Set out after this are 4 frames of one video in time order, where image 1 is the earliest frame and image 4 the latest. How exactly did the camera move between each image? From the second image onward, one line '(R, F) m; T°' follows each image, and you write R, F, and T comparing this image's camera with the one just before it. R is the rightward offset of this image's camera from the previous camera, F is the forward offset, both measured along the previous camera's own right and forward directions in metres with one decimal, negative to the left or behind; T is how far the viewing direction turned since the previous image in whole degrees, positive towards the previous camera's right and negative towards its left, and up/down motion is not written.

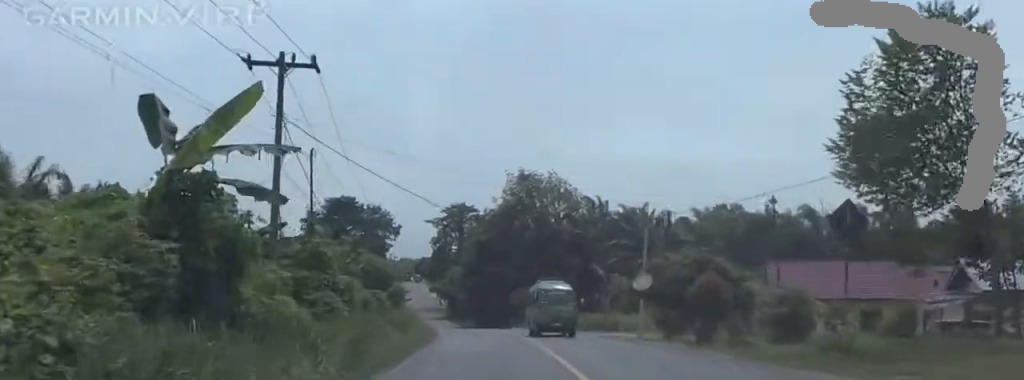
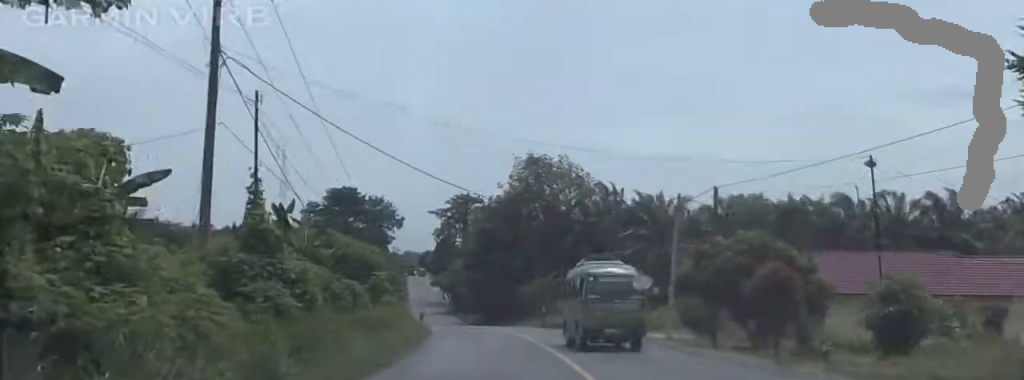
(-0.5, +7.5) m; -3°
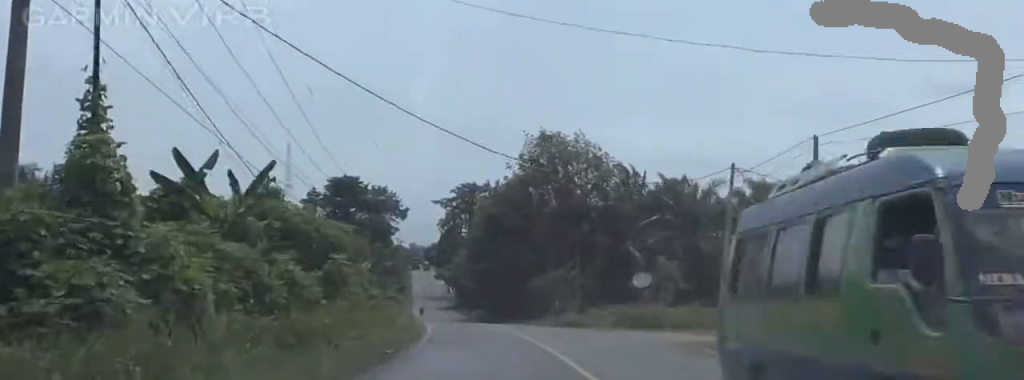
(+0.2, +9.2) m; 0°
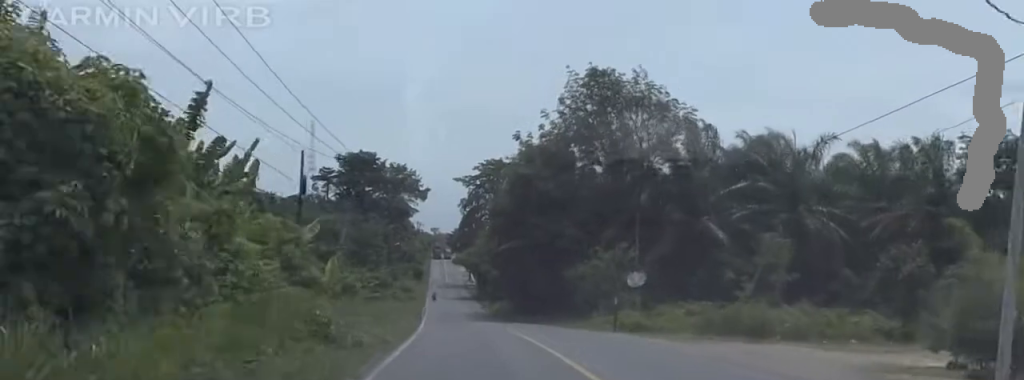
(-0.2, +19.2) m; -1°
